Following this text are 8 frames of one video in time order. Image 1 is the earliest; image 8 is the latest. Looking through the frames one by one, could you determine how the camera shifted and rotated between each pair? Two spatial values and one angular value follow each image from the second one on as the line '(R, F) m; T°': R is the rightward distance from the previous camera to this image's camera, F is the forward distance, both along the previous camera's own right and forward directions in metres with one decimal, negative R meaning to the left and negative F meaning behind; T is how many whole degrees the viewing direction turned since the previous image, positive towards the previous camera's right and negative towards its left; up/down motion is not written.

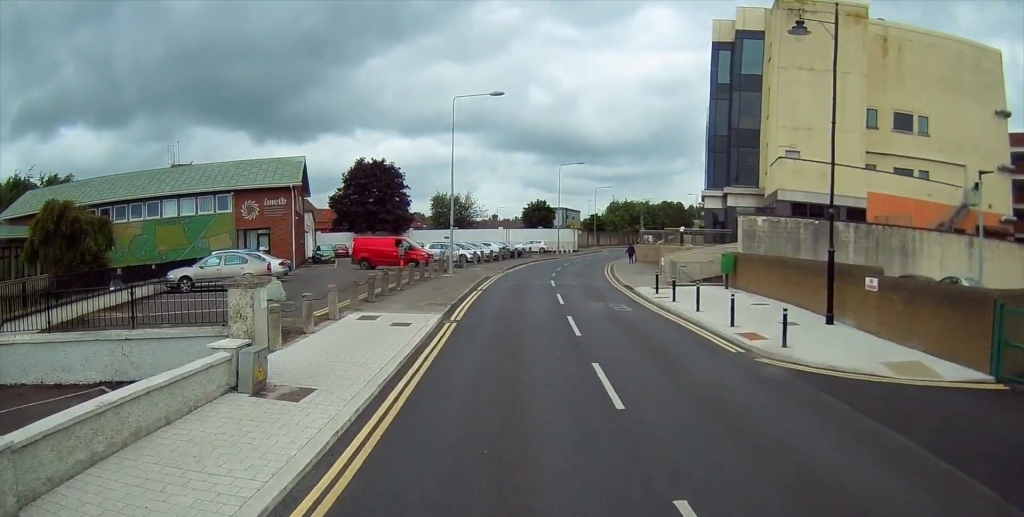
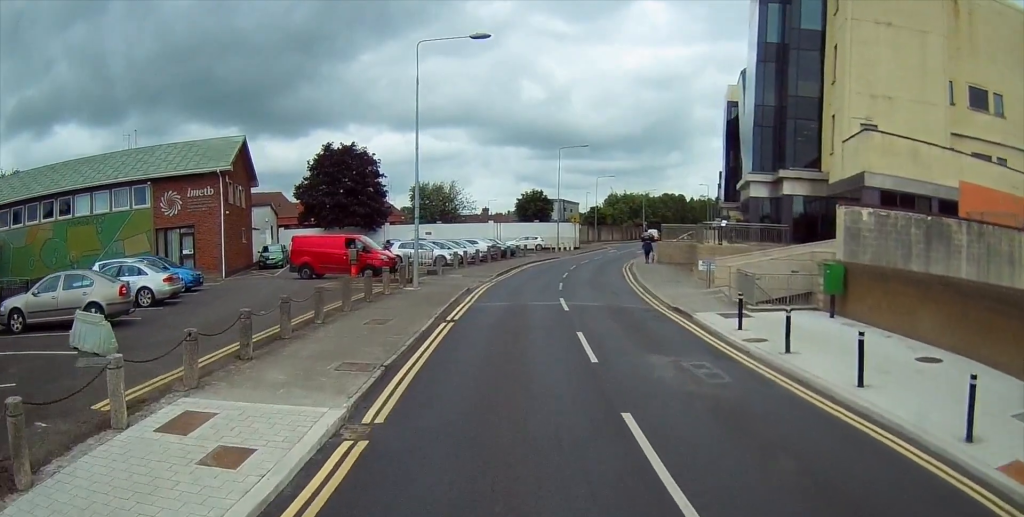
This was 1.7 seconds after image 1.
(-0.3, +9.8) m; -5°
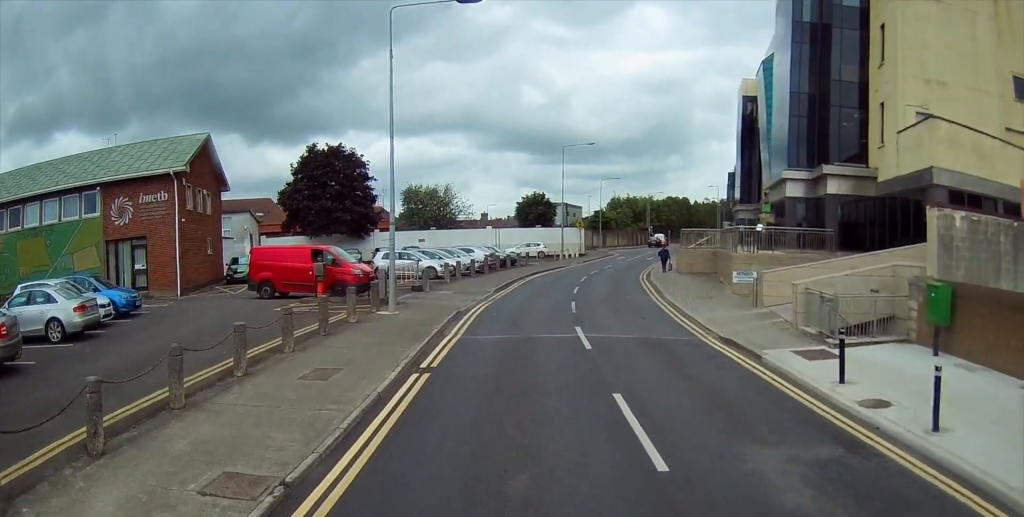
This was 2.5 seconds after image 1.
(-0.2, +5.0) m; -1°
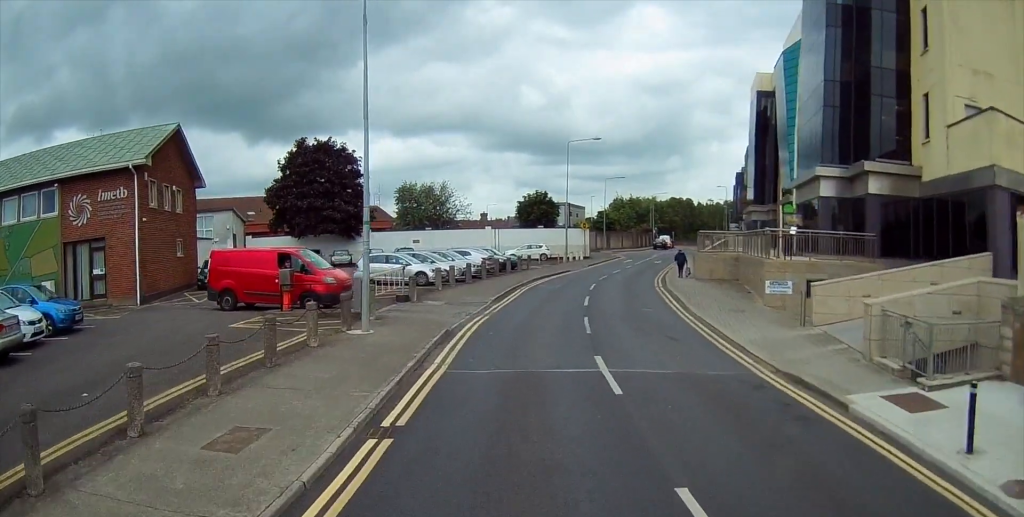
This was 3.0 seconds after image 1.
(+0.1, +3.4) m; +1°
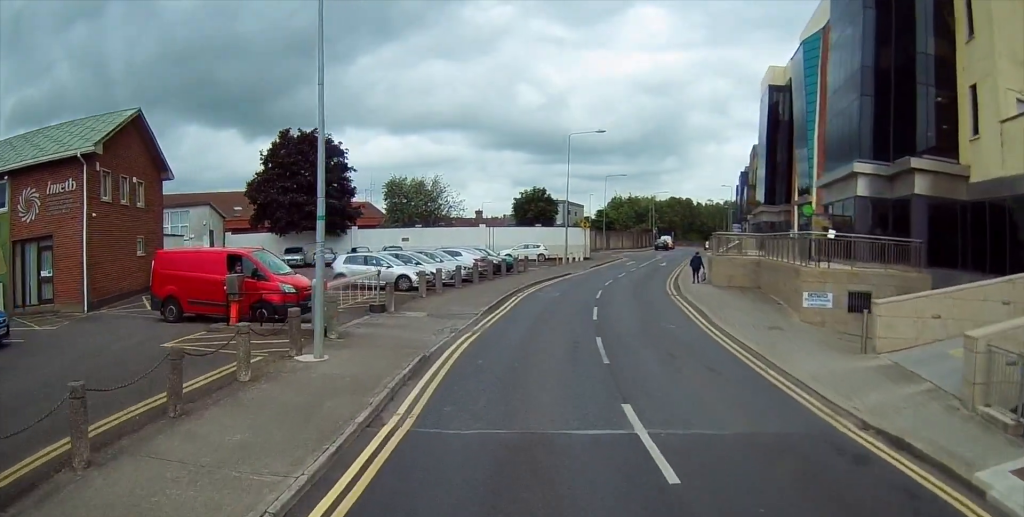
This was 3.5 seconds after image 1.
(0.0, +3.4) m; +1°
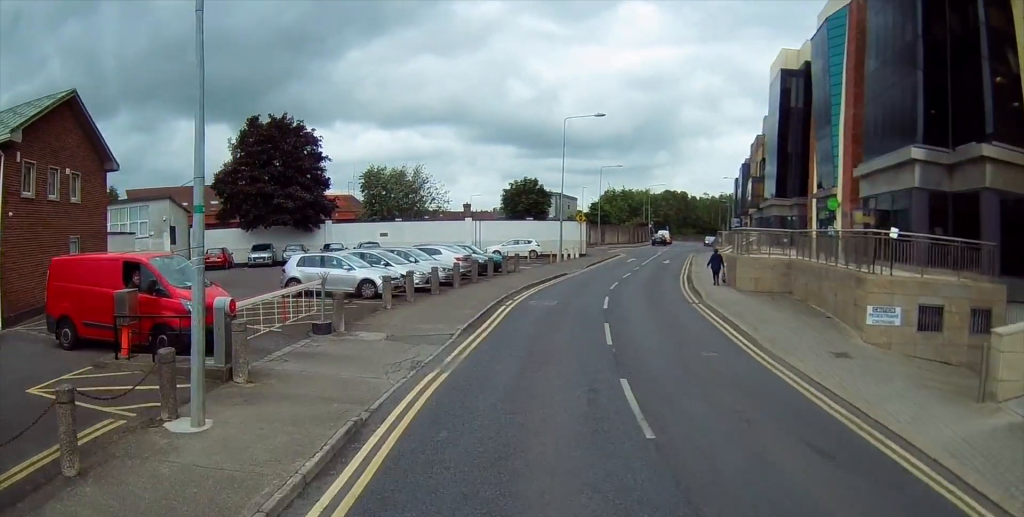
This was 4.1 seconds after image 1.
(0.0, +4.4) m; +1°
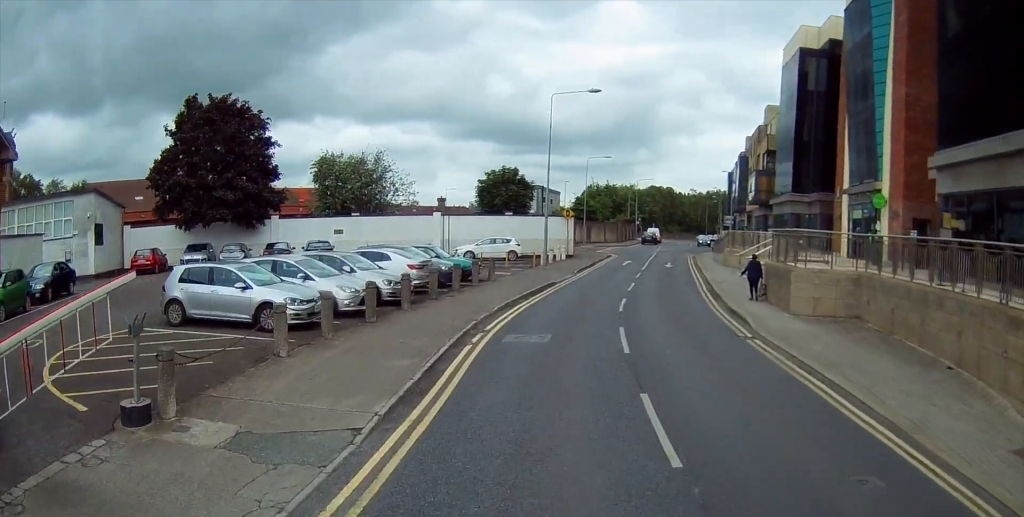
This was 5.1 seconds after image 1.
(+0.2, +7.3) m; +2°
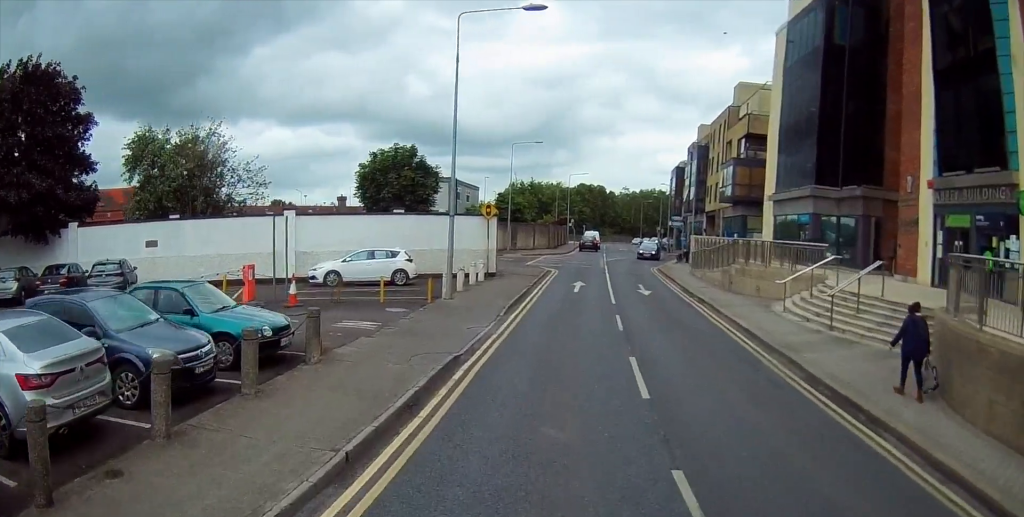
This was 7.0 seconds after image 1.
(0.0, +14.7) m; +7°
